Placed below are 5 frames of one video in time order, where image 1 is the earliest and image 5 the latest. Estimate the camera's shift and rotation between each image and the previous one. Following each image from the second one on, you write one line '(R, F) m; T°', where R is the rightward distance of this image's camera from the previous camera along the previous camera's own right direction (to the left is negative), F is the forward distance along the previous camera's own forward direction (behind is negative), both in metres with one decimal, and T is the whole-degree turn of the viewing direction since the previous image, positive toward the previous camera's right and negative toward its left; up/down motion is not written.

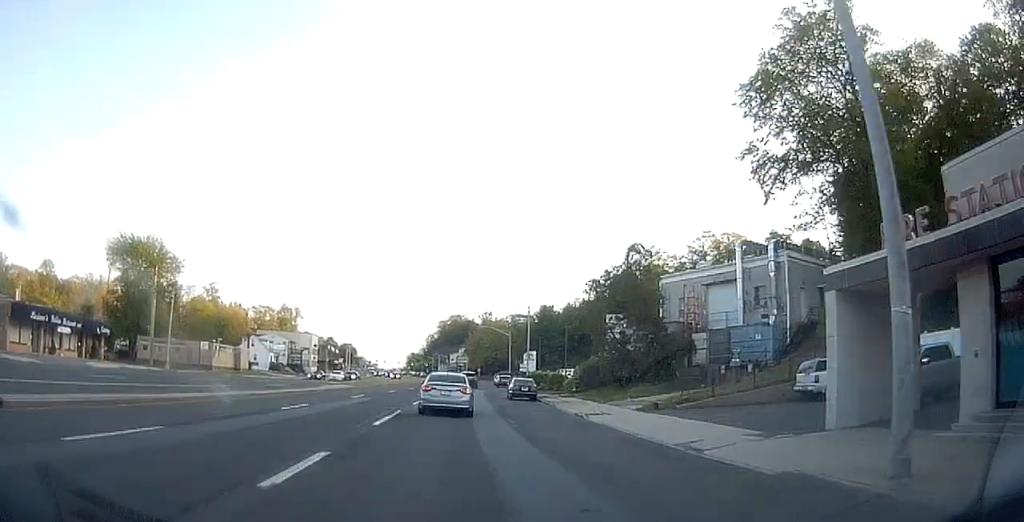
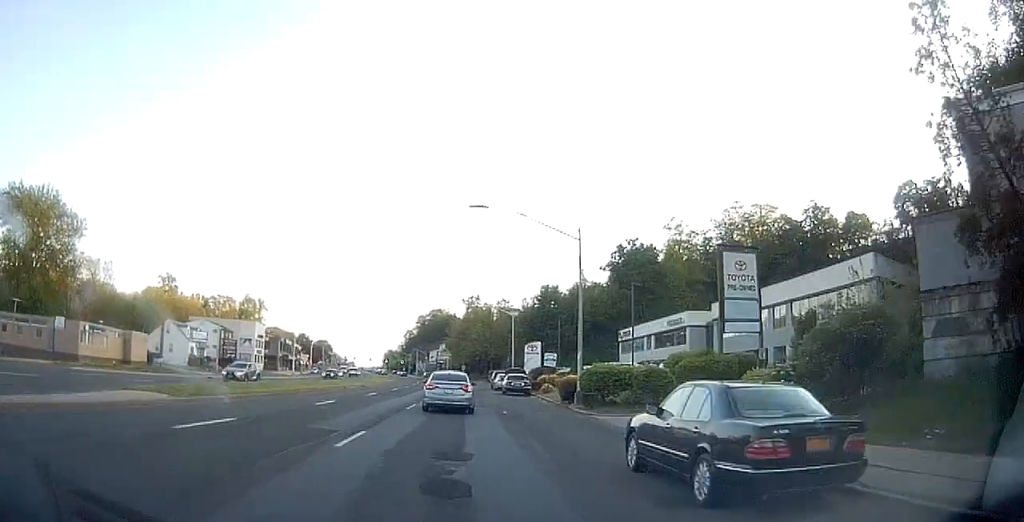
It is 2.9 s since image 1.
(+0.4, +32.5) m; +1°
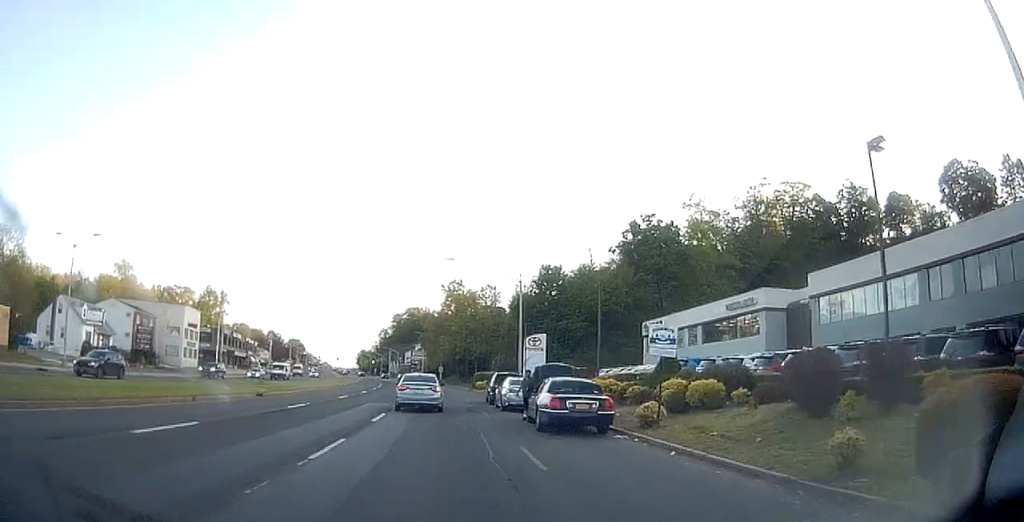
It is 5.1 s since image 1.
(+0.5, +25.9) m; +1°
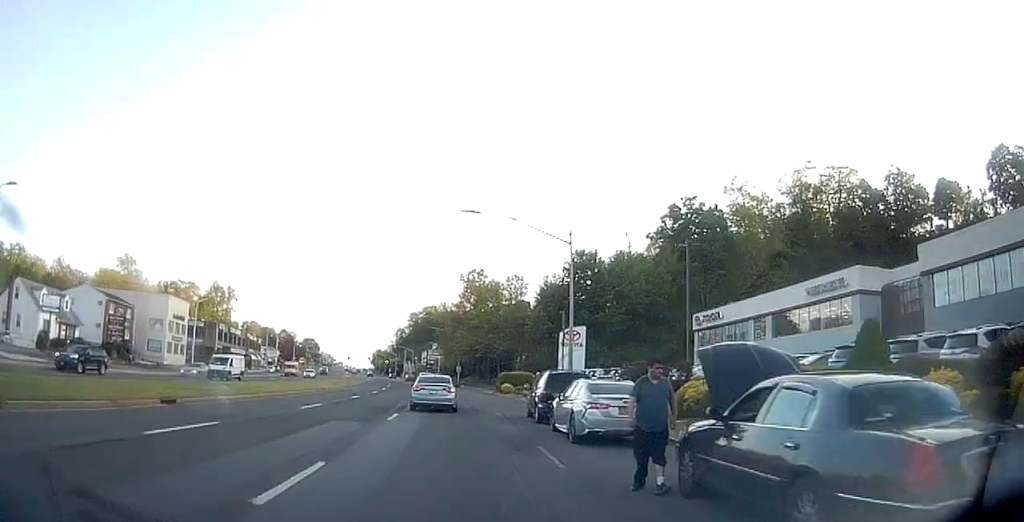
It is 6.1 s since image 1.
(-0.1, +12.5) m; 0°
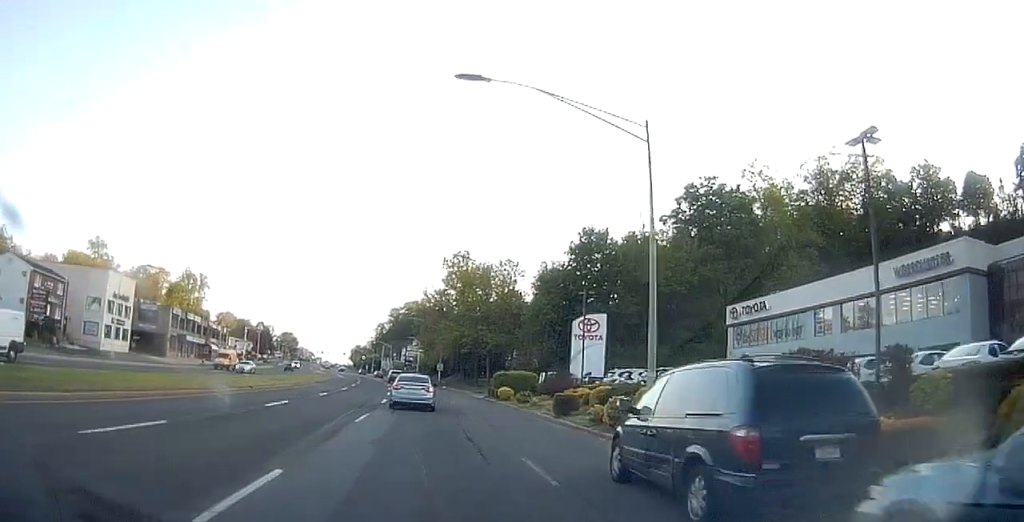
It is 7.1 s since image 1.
(+0.1, +14.0) m; -1°
